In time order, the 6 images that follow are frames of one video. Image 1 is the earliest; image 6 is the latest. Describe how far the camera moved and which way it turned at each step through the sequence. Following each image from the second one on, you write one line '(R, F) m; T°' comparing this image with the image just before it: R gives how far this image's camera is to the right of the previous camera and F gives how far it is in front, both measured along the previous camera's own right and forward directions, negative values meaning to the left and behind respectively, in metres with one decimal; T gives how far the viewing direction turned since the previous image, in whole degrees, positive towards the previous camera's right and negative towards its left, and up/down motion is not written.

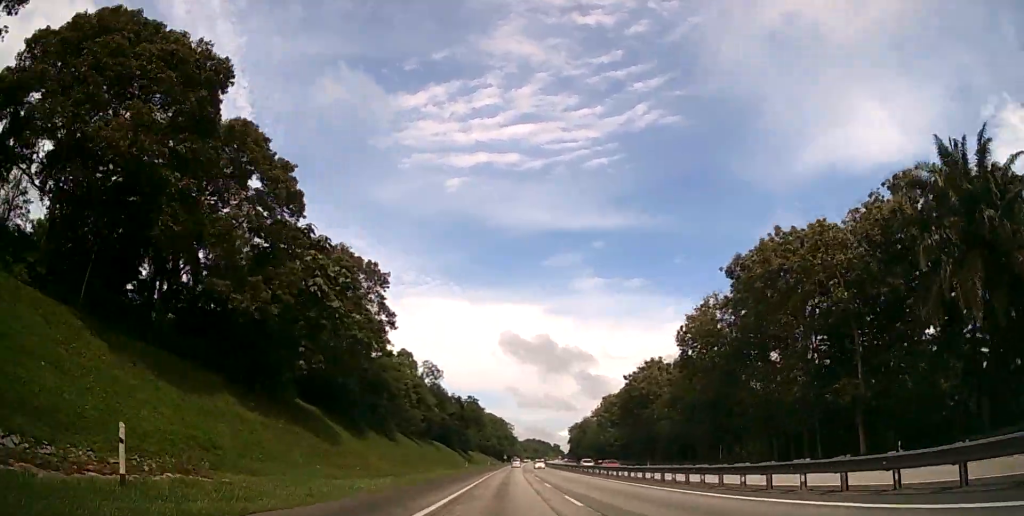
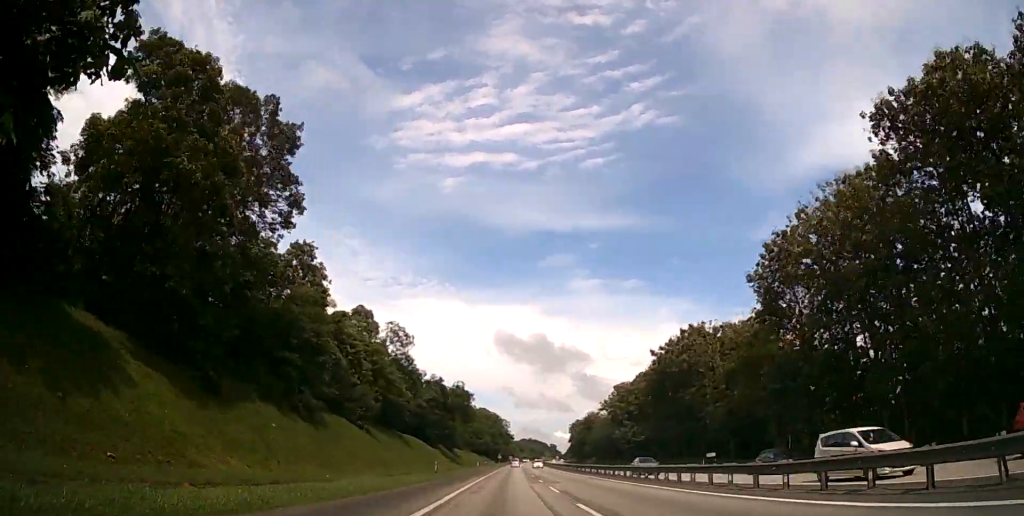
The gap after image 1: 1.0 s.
(+0.1, +27.1) m; 0°
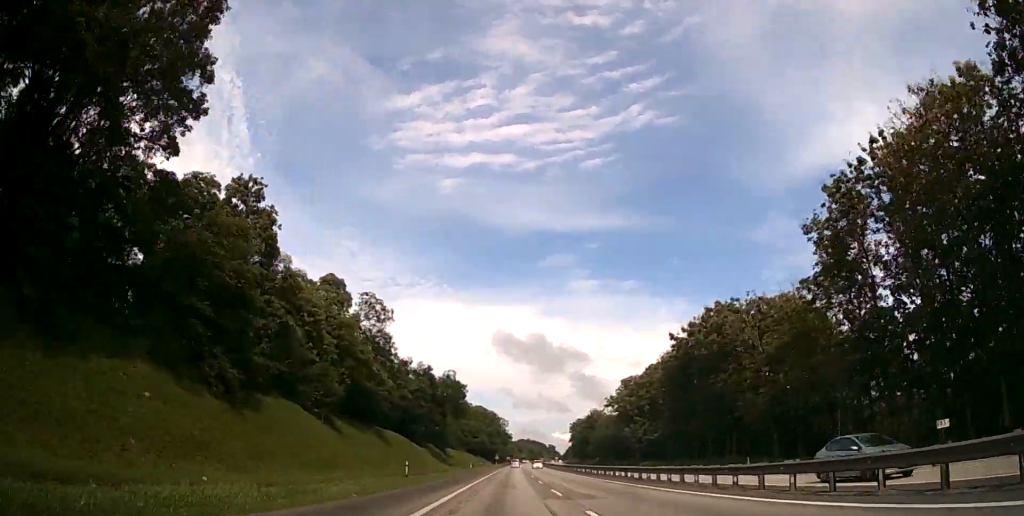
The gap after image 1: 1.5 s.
(0.0, +12.5) m; 0°
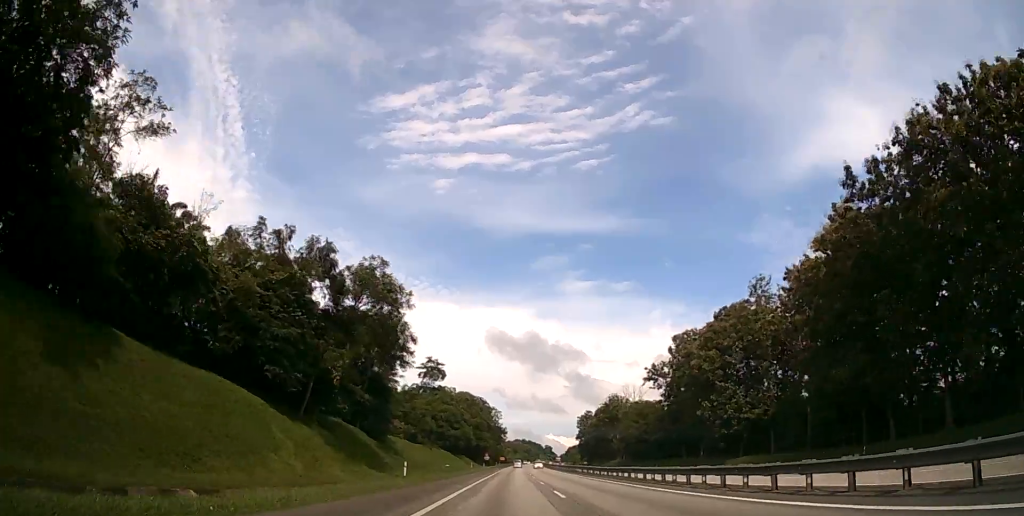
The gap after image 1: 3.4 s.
(+0.1, +49.0) m; 0°
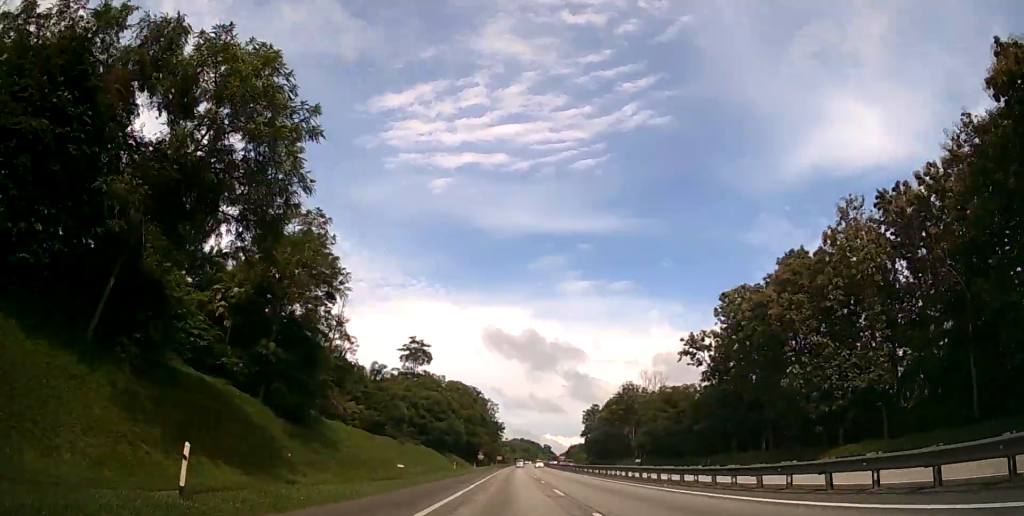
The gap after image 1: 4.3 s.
(+0.1, +23.0) m; 0°
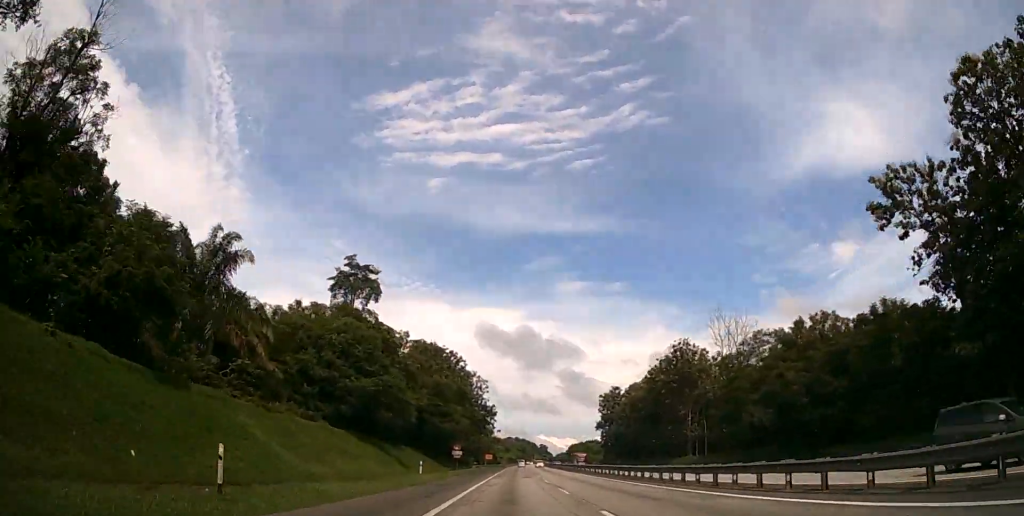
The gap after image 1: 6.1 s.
(+0.3, +47.9) m; +1°
